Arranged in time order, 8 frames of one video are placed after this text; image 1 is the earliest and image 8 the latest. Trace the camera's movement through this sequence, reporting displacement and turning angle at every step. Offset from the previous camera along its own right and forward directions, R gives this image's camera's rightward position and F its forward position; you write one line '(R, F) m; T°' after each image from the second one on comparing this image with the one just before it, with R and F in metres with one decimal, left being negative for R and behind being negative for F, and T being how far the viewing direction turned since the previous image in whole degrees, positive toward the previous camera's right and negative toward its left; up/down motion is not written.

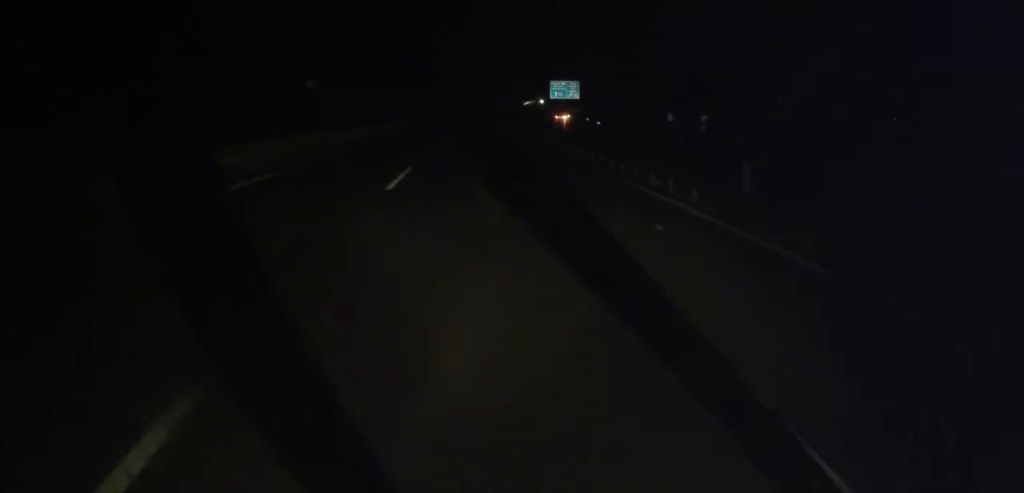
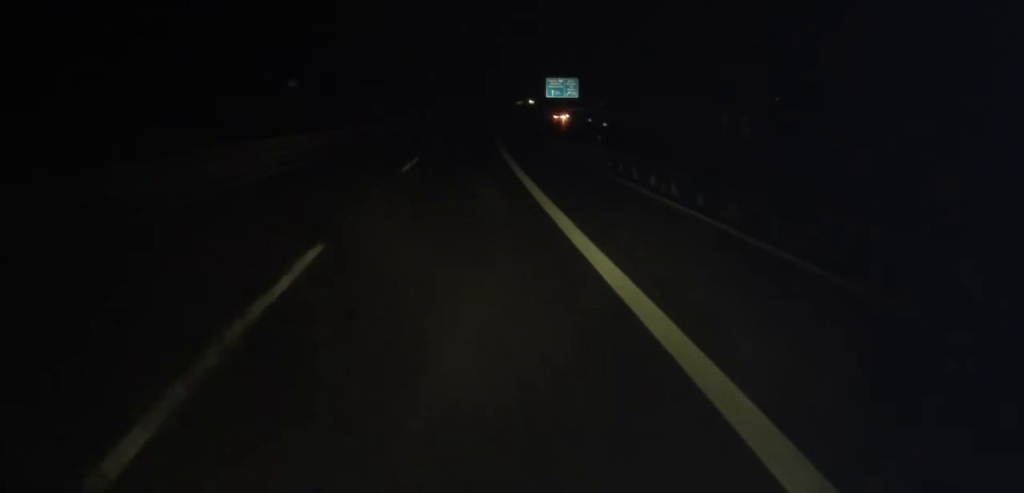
(+0.3, +13.1) m; +1°
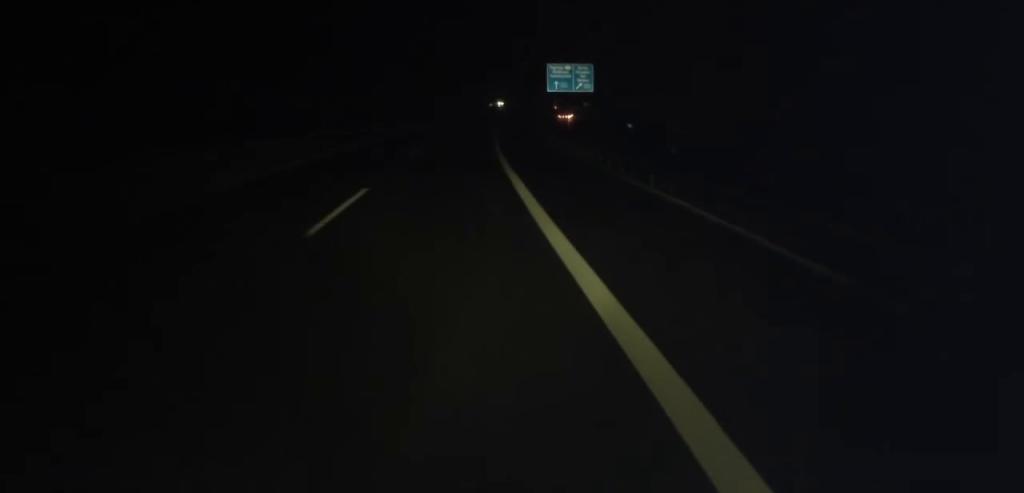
(+0.9, +46.9) m; +2°
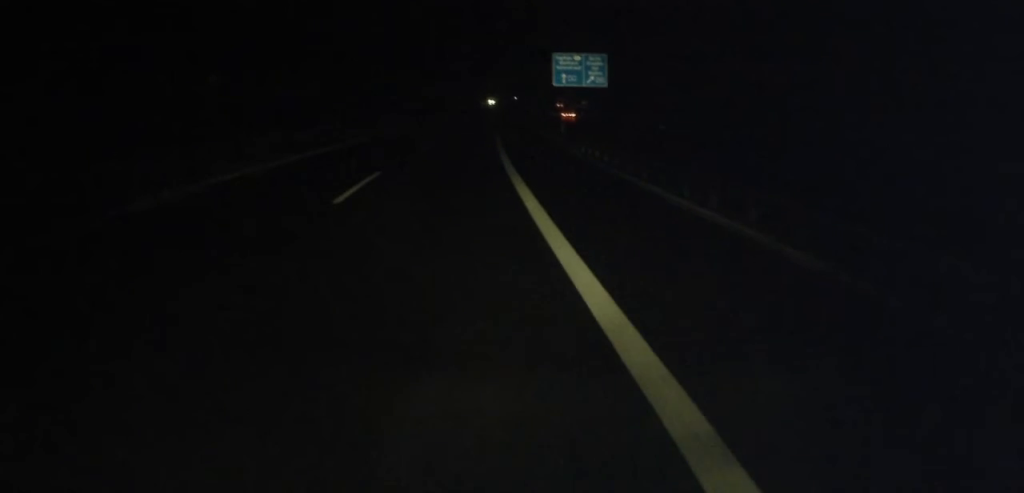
(0.0, +15.3) m; +1°
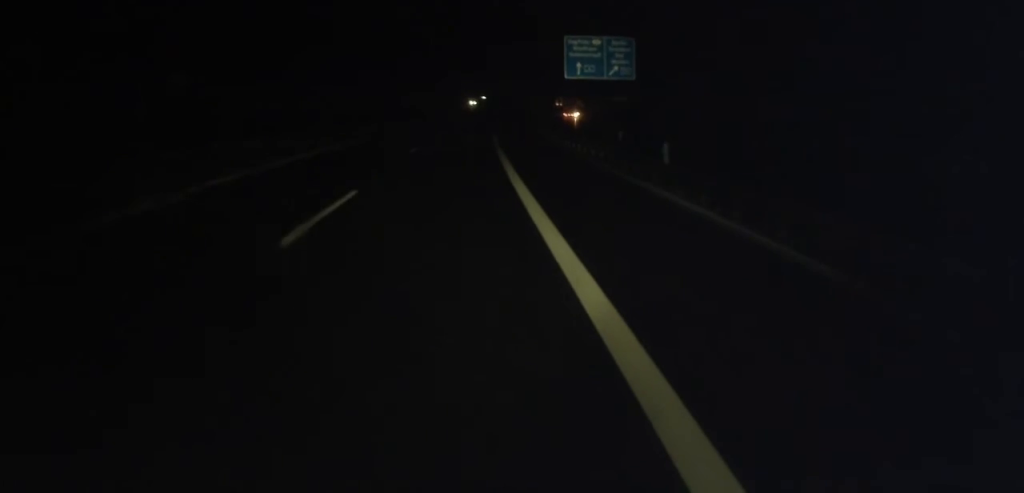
(+0.4, +21.8) m; +1°
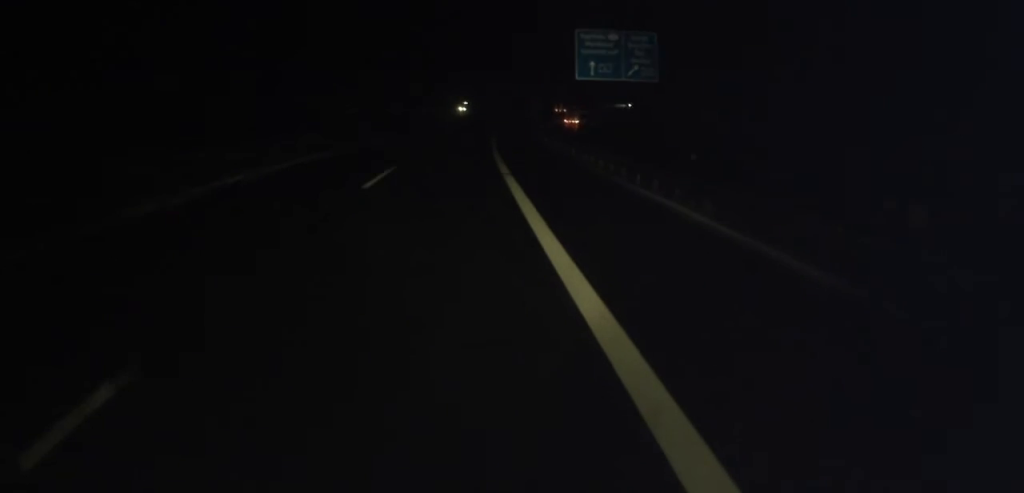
(0.0, +10.5) m; +1°
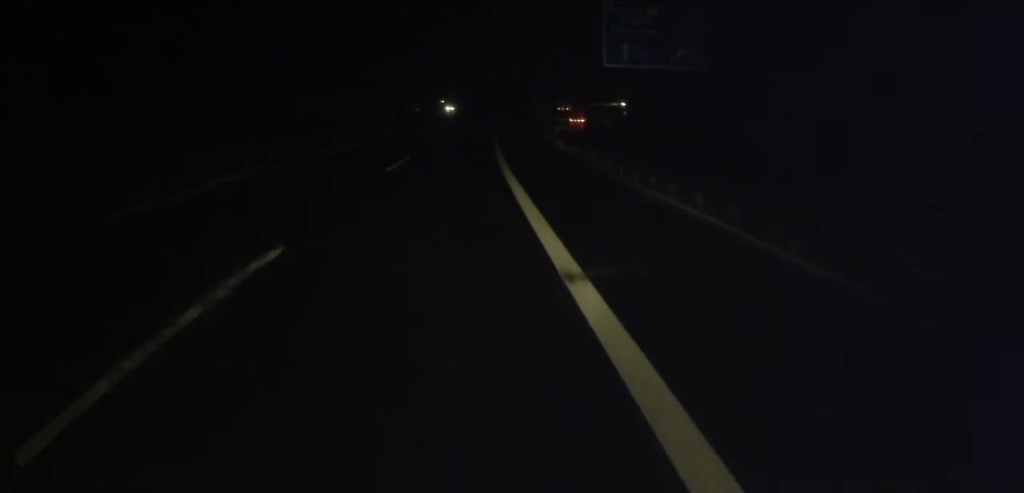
(-0.1, +13.7) m; +1°
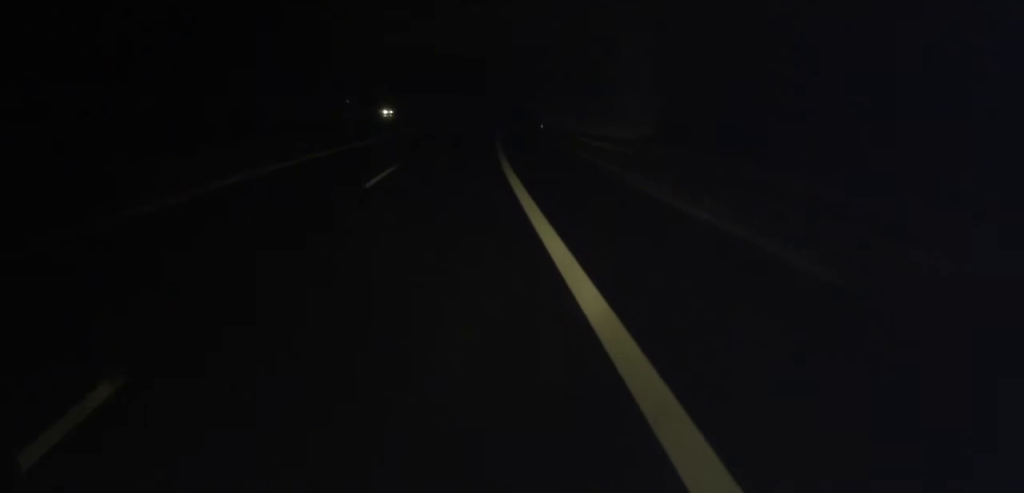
(+0.9, +40.9) m; +2°
